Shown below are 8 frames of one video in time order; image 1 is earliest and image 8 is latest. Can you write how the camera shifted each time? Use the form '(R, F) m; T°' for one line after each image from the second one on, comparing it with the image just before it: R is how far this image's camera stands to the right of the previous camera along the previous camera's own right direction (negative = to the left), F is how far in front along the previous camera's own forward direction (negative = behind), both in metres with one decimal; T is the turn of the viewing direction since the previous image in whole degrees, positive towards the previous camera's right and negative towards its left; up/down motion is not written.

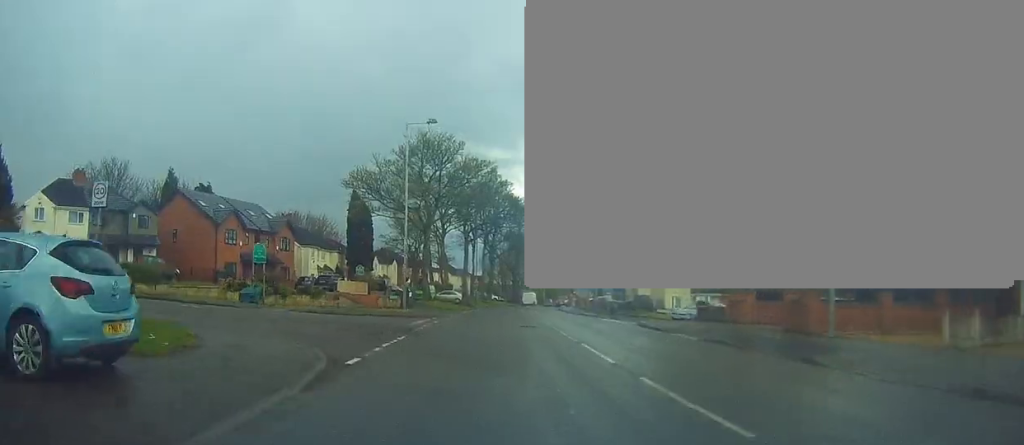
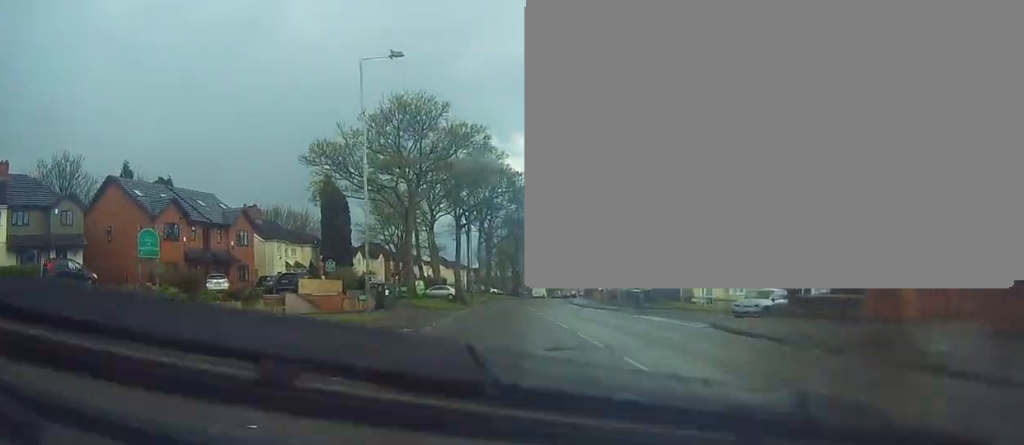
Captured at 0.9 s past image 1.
(+0.2, +10.7) m; -1°
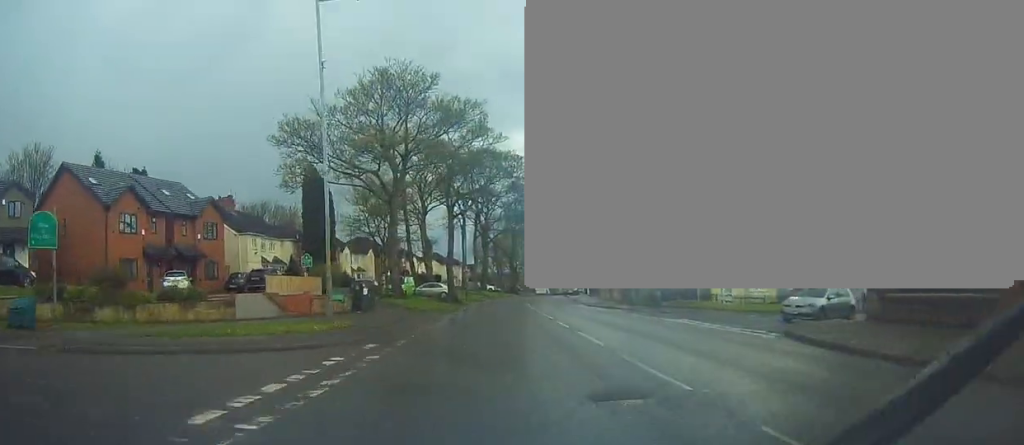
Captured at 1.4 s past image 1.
(-0.2, +5.8) m; 0°
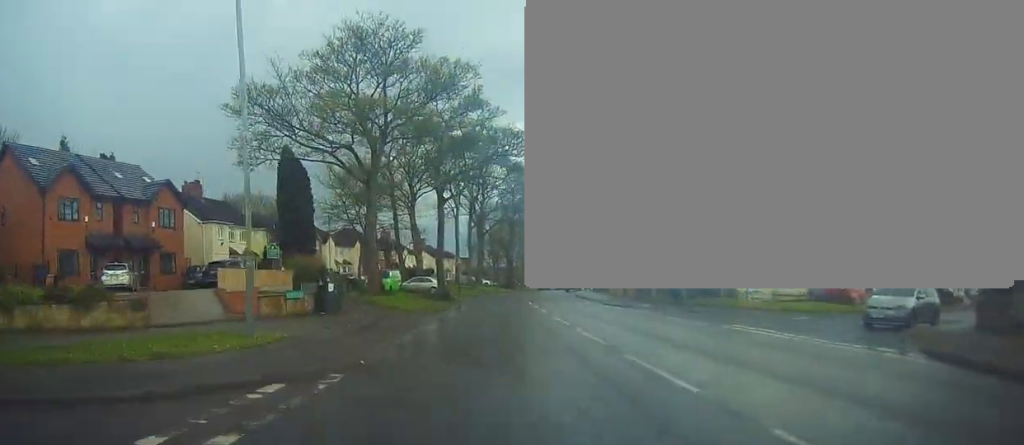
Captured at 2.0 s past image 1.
(-0.4, +6.6) m; +1°
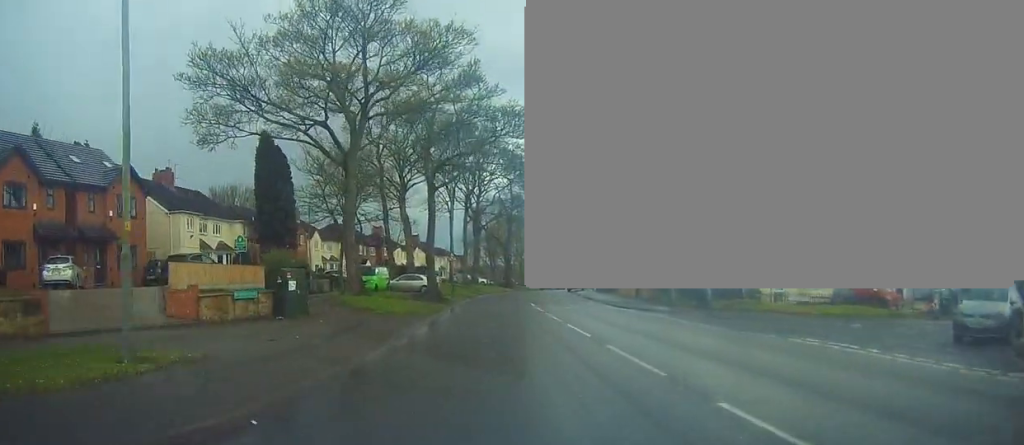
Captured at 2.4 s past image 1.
(+0.3, +4.8) m; +1°
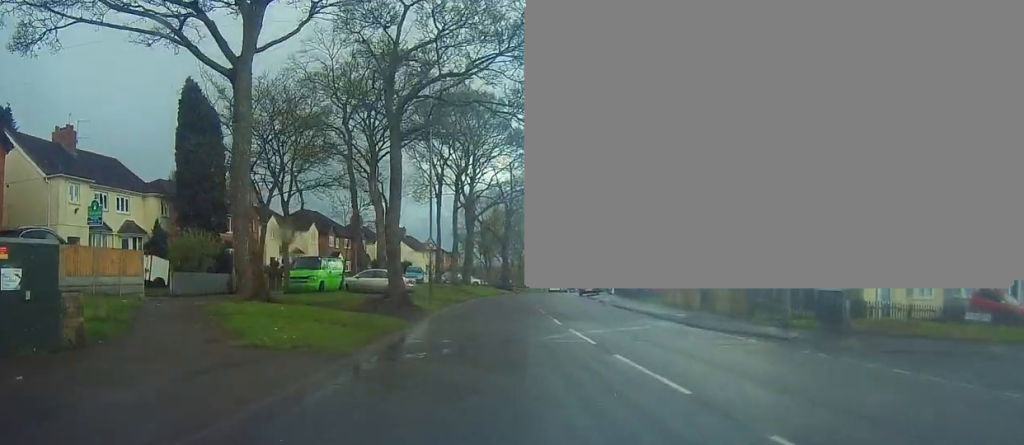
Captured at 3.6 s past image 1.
(+0.4, +13.6) m; 0°
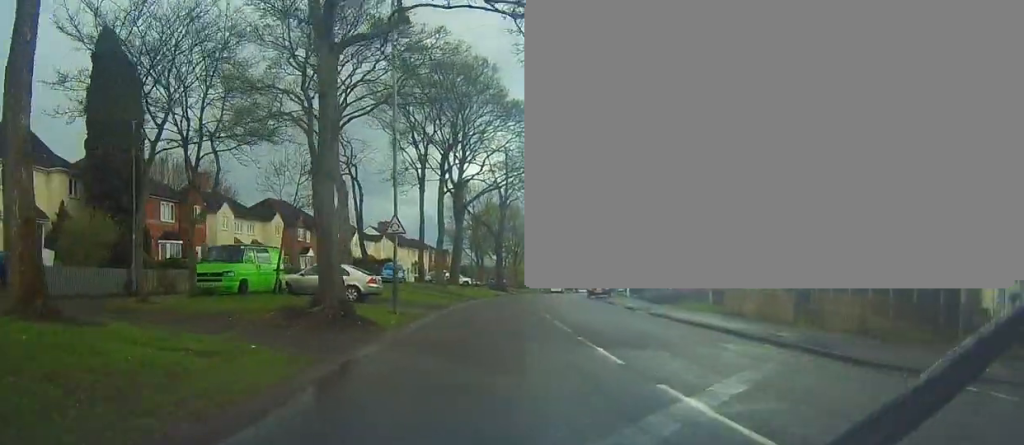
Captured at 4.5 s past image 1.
(-0.2, +9.5) m; 0°
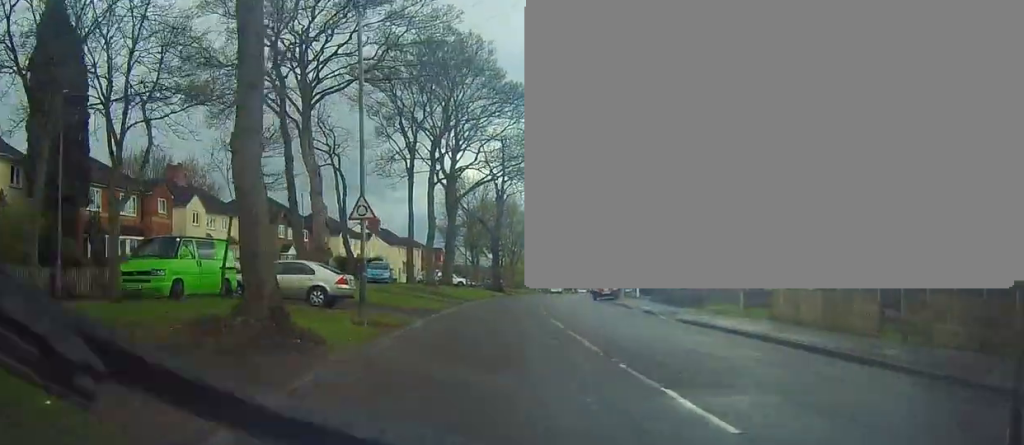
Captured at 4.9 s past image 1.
(-0.2, +4.8) m; +1°
